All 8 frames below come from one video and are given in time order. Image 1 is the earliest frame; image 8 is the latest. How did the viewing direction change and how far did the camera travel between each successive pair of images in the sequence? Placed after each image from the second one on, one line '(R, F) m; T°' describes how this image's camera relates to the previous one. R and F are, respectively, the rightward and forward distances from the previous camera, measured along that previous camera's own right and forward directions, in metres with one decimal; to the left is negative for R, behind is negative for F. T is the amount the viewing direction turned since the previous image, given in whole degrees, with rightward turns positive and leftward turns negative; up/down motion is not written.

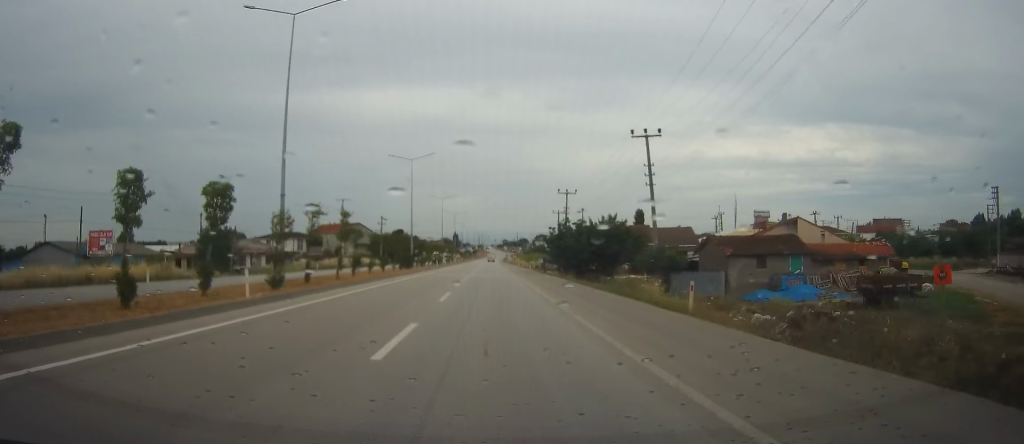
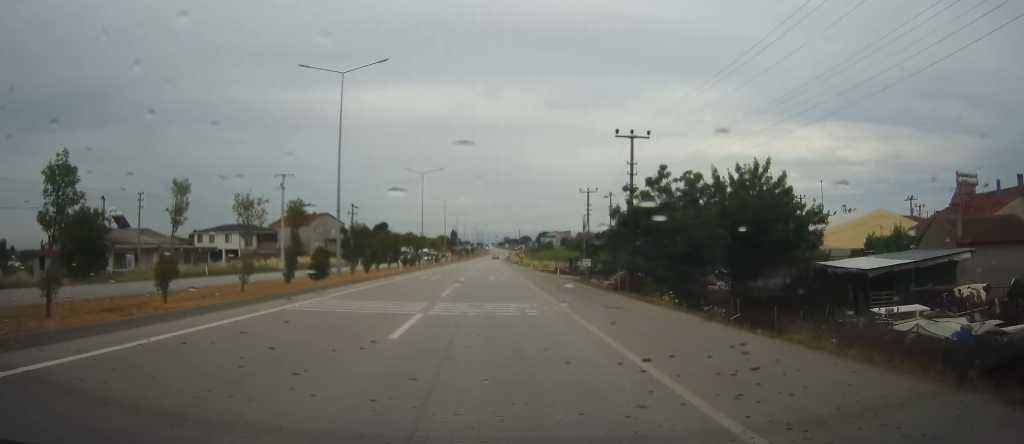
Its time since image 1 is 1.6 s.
(+0.1, +33.8) m; +1°
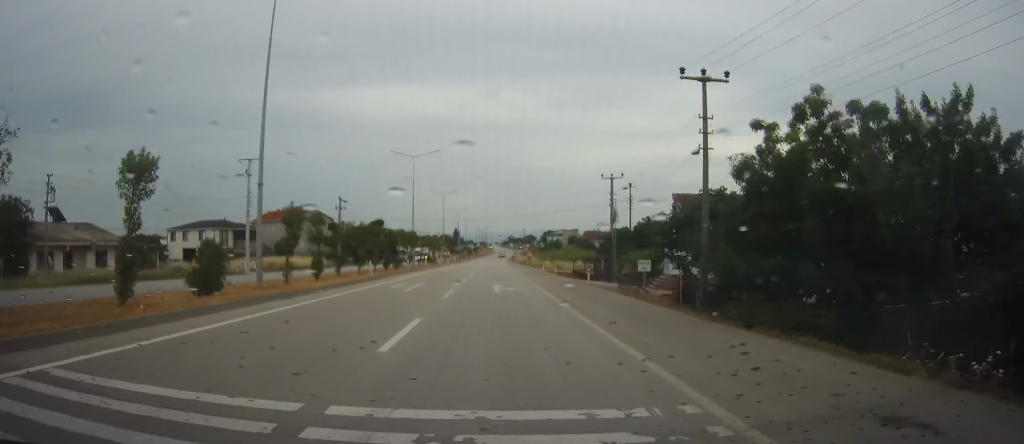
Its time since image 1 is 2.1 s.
(-0.1, +12.5) m; 0°
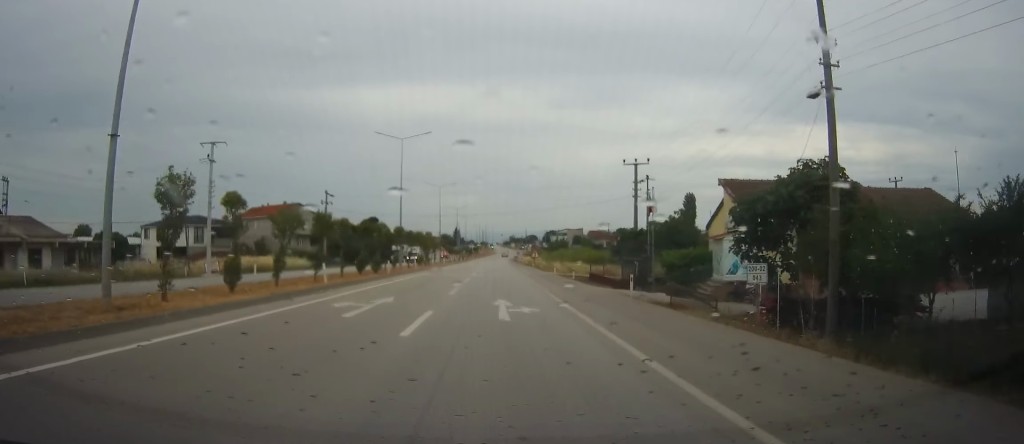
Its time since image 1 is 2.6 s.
(+0.1, +10.3) m; 0°
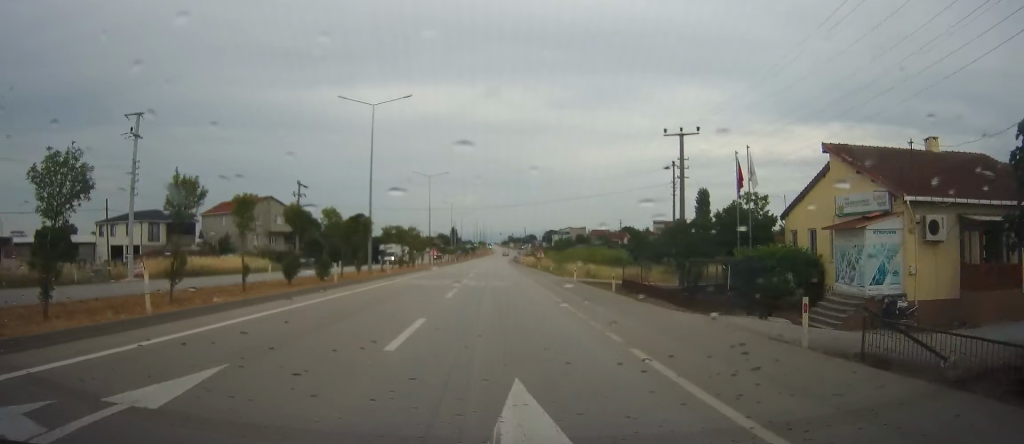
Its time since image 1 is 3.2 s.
(+0.2, +14.0) m; -1°
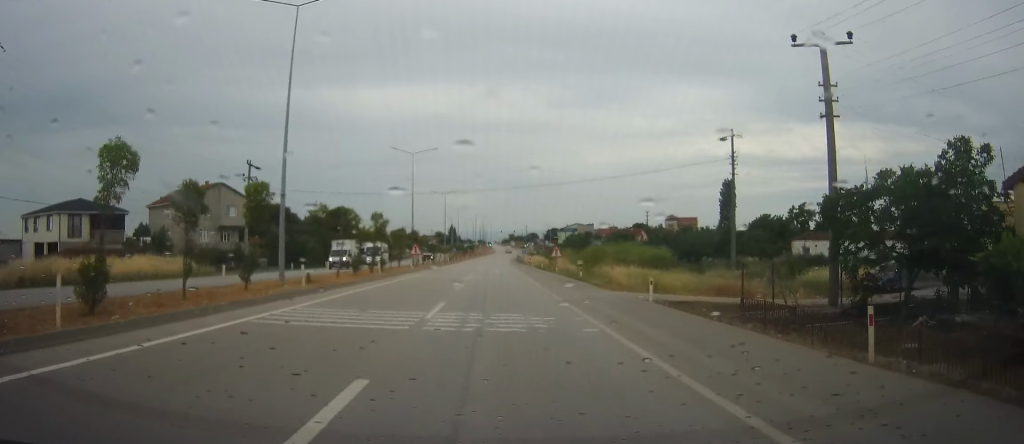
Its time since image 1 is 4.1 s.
(-0.6, +19.0) m; -1°
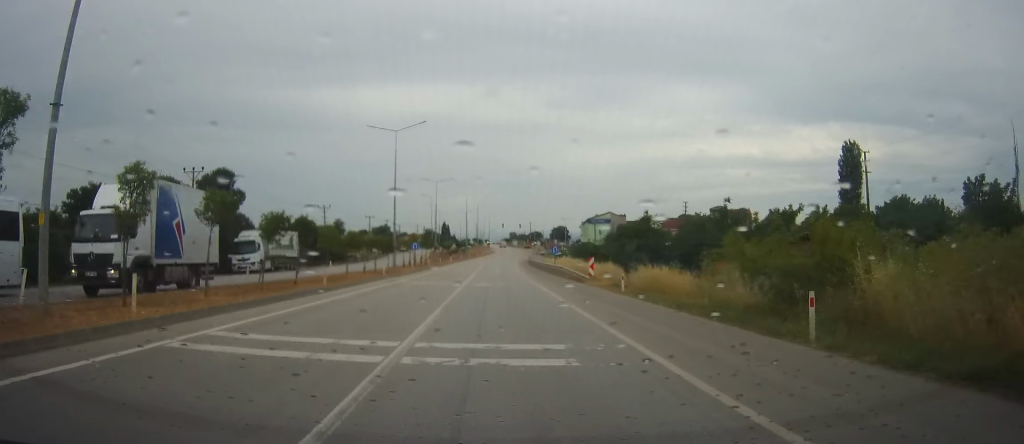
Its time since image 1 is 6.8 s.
(+1.1, +58.2) m; +1°
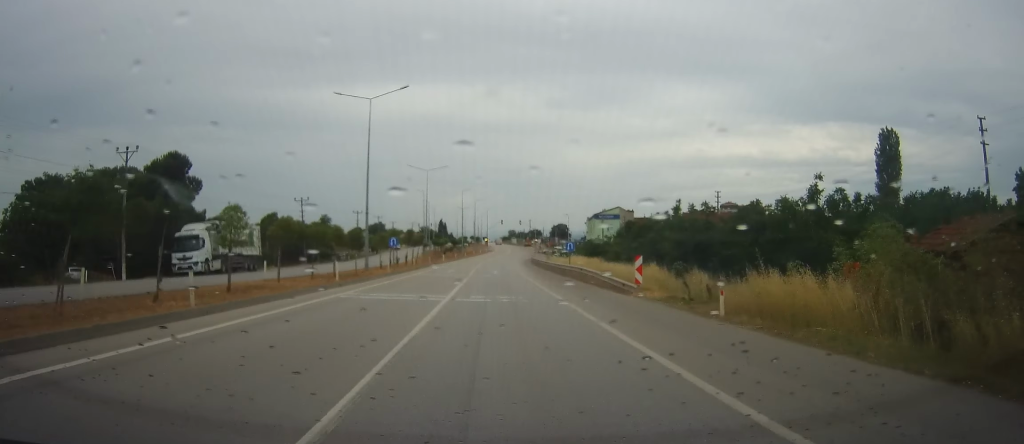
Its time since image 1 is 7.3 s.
(0.0, +11.0) m; 0°
